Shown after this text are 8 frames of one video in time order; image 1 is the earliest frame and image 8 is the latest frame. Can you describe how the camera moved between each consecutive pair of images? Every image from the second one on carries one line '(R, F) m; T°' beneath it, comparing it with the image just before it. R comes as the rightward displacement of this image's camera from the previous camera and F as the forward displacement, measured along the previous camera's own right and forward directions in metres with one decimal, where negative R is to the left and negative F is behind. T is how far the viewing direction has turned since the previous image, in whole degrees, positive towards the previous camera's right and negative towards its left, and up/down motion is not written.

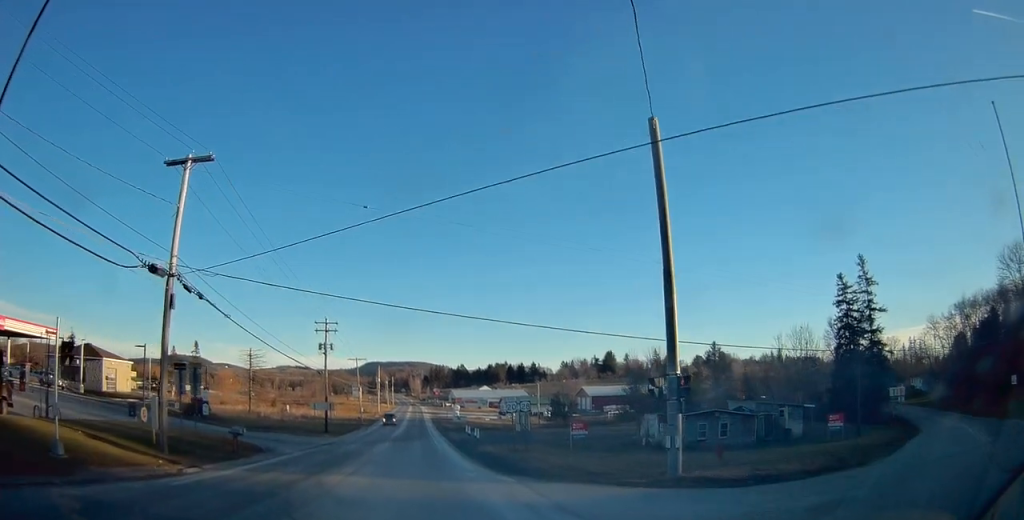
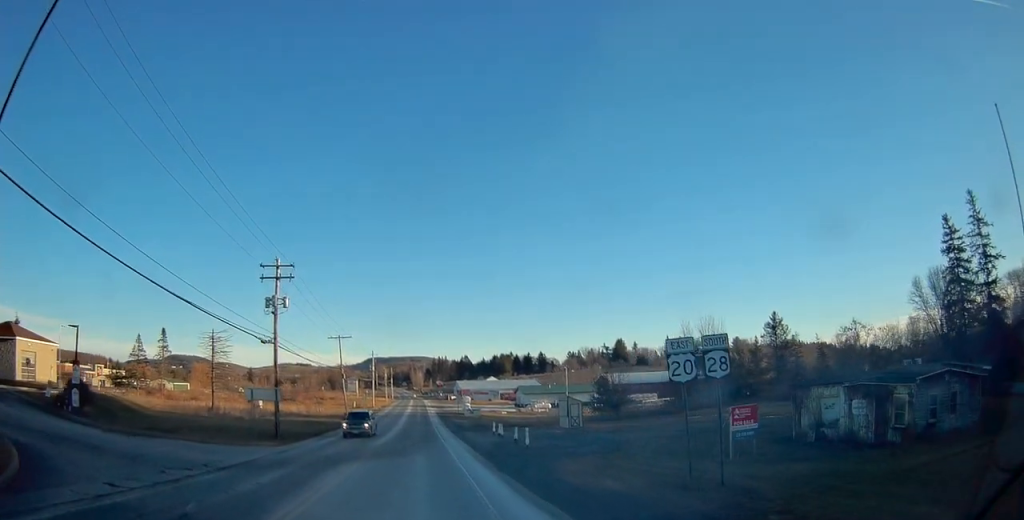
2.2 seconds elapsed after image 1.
(0.0, +20.6) m; +2°
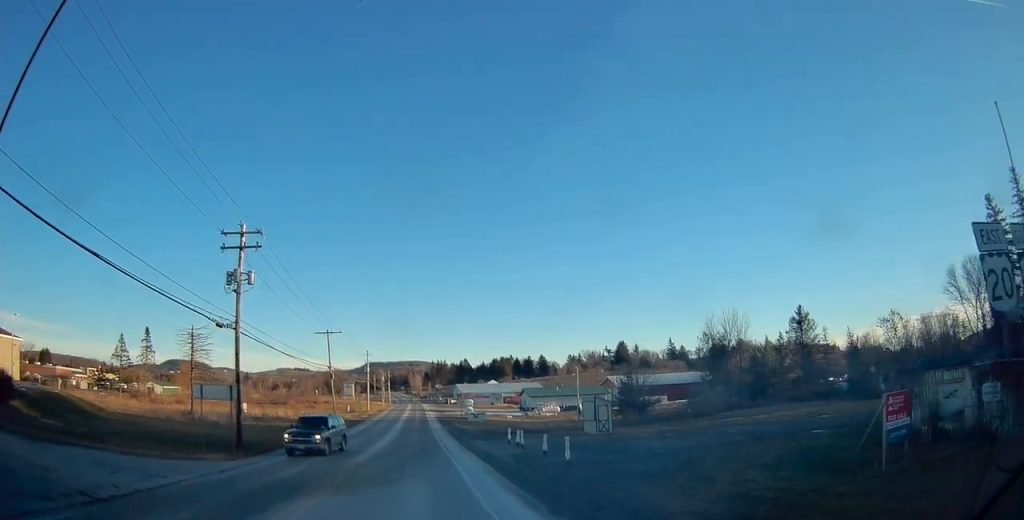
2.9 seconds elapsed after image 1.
(+0.2, +7.6) m; 0°
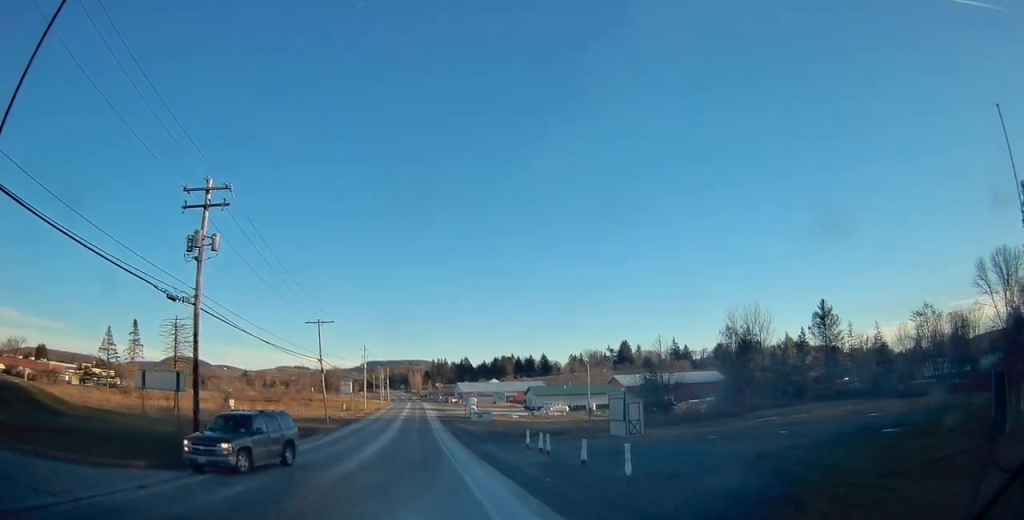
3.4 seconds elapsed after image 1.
(-0.1, +6.0) m; 0°
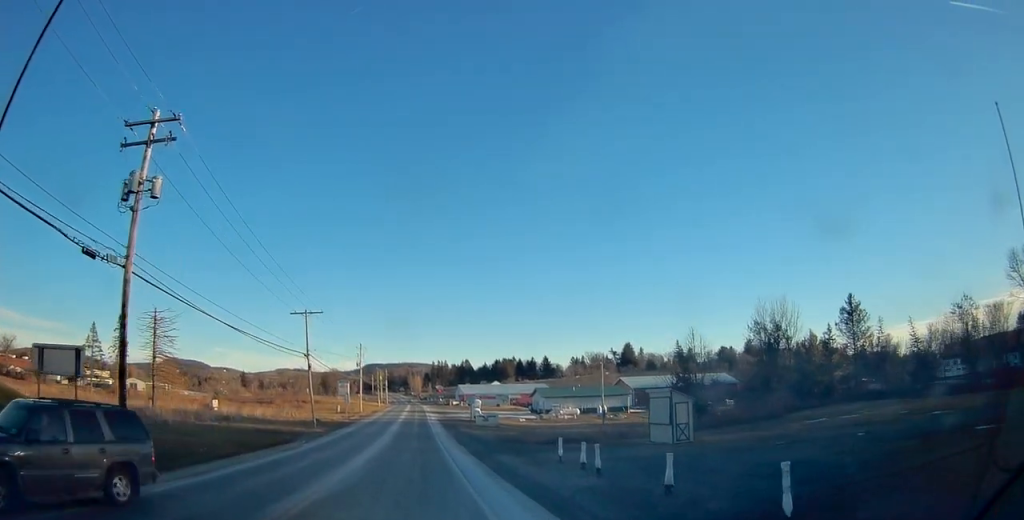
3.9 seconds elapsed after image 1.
(-0.1, +6.4) m; -1°
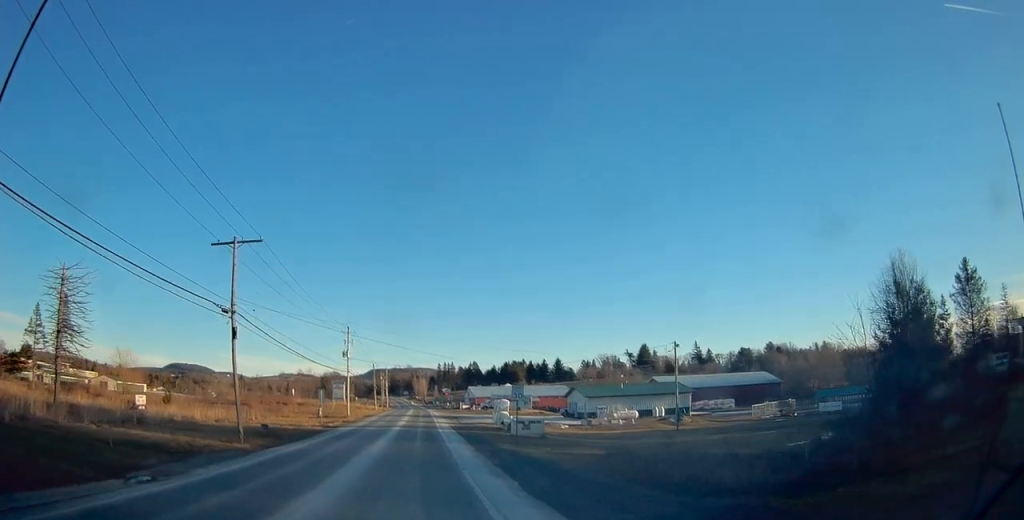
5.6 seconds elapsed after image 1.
(-0.2, +22.1) m; 0°
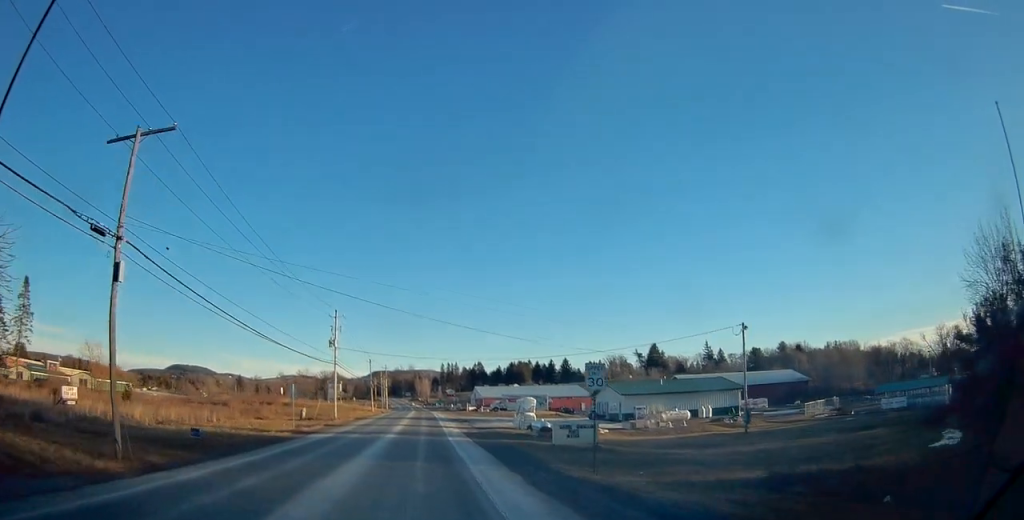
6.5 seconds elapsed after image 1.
(+0.1, +12.6) m; +1°
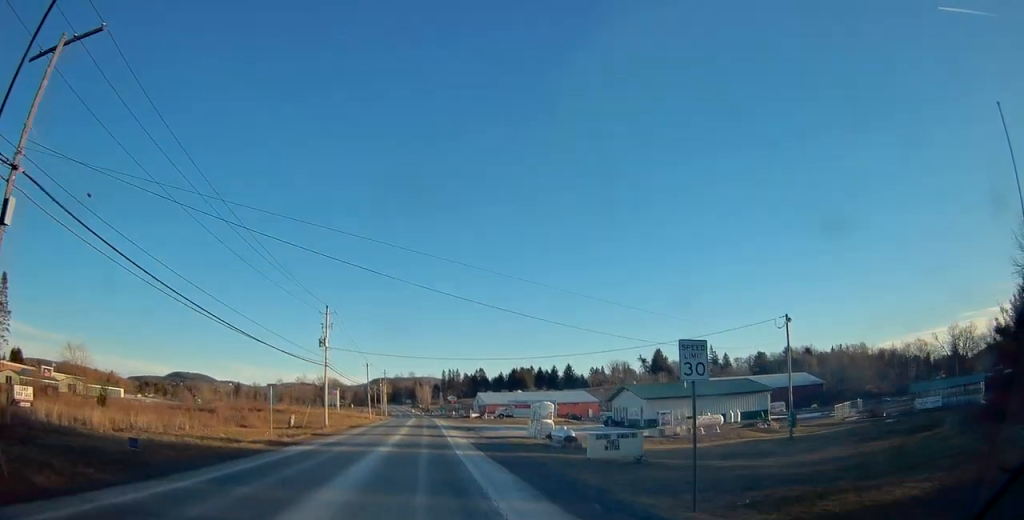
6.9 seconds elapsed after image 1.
(+0.1, +6.1) m; 0°
